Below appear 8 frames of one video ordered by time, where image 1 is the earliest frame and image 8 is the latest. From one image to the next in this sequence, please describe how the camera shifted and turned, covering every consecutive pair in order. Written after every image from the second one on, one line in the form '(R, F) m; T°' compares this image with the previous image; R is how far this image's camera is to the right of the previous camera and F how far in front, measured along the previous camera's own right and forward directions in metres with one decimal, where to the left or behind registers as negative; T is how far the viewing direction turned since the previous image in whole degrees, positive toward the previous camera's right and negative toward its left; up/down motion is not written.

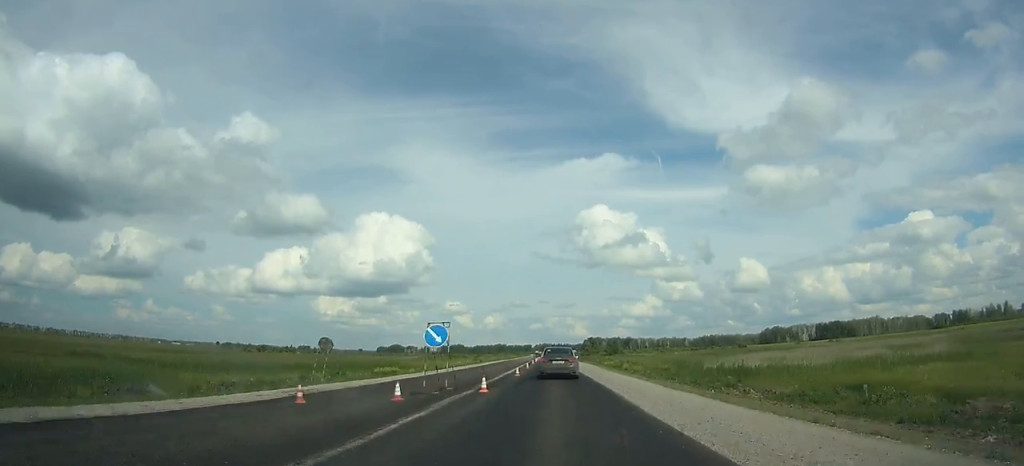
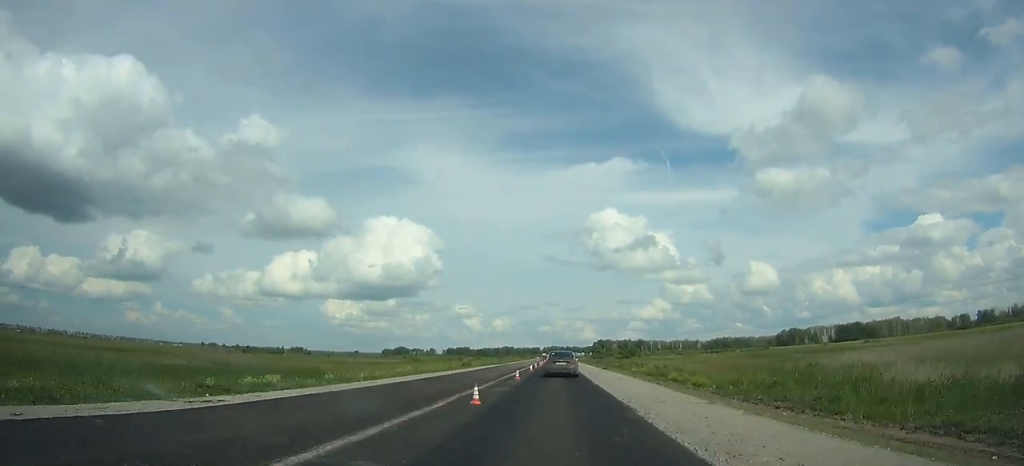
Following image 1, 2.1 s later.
(-0.1, +34.0) m; 0°
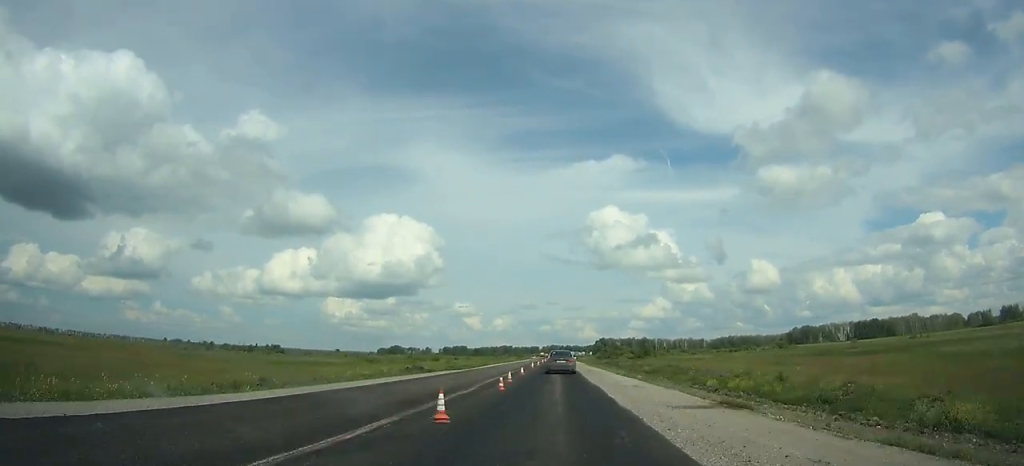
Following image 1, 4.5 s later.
(-0.2, +42.2) m; 0°
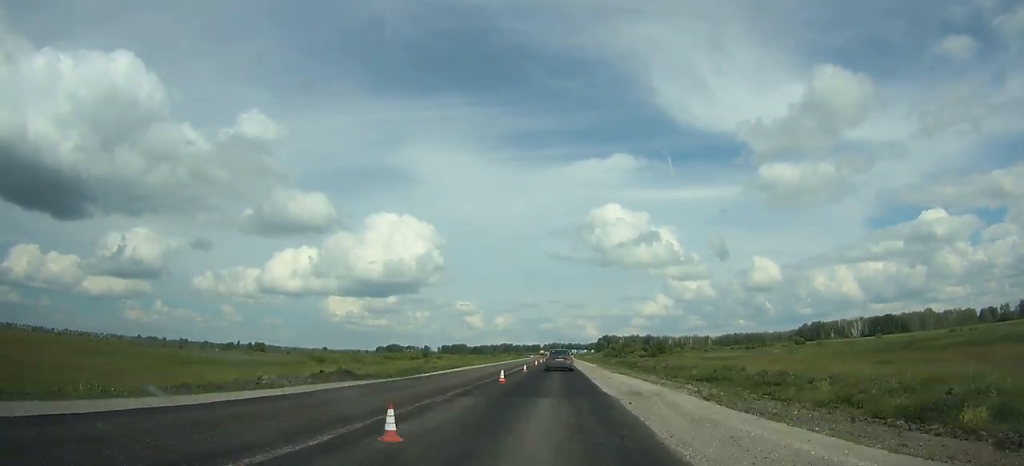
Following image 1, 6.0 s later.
(-0.1, +27.9) m; 0°
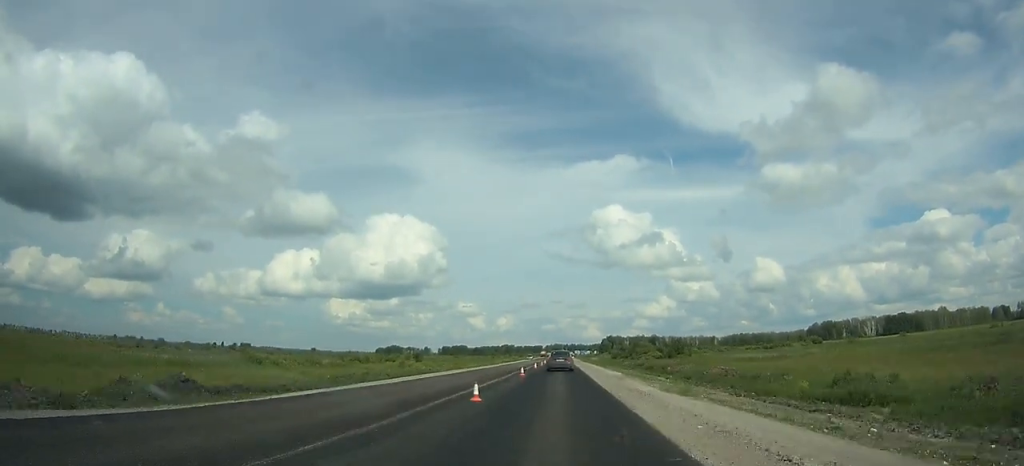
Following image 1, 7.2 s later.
(0.0, +24.0) m; 0°
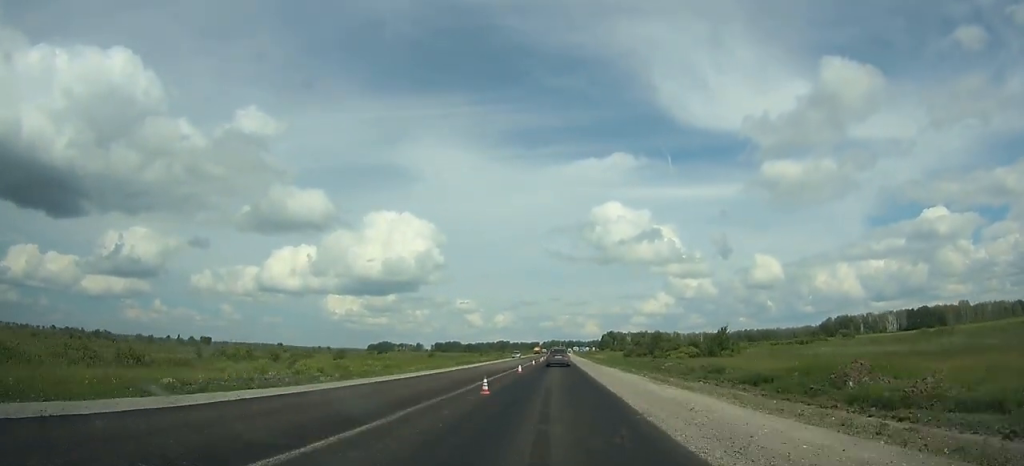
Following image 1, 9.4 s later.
(+0.1, +45.3) m; 0°
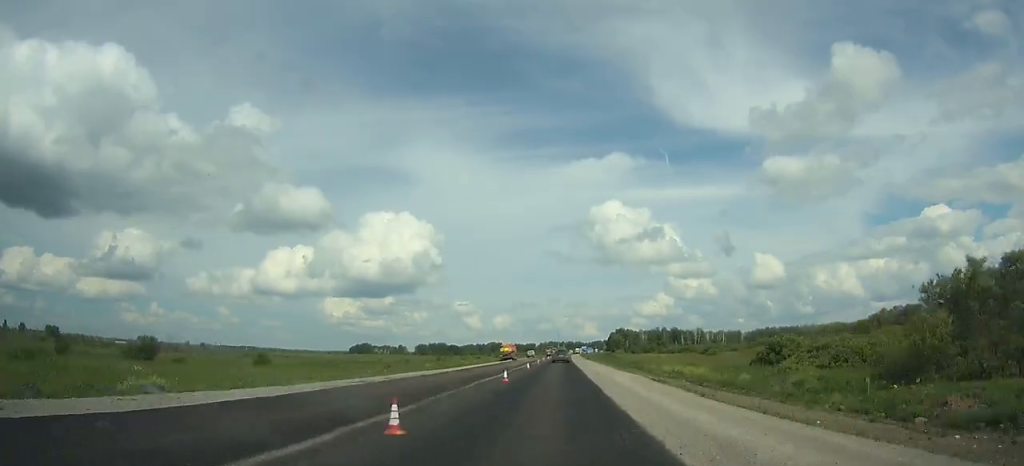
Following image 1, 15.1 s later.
(+0.5, +133.6) m; +1°
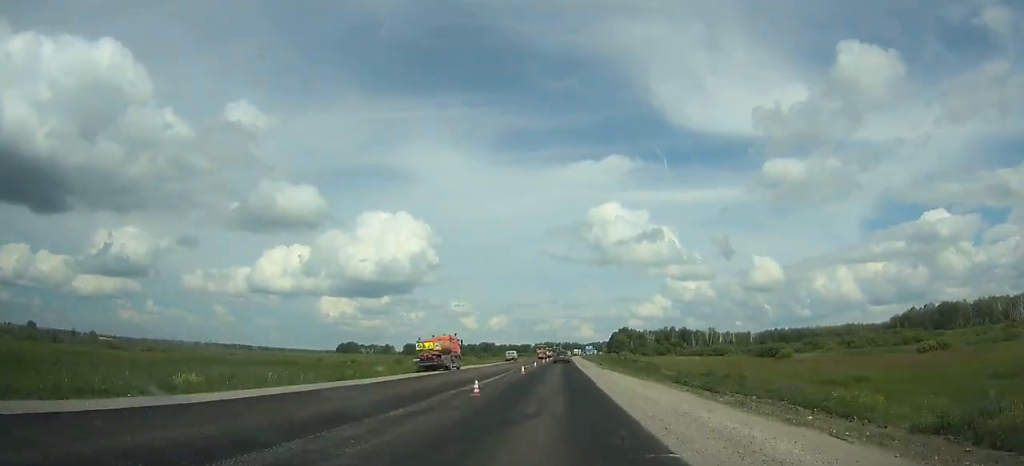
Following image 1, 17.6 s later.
(+0.1, +59.1) m; 0°
